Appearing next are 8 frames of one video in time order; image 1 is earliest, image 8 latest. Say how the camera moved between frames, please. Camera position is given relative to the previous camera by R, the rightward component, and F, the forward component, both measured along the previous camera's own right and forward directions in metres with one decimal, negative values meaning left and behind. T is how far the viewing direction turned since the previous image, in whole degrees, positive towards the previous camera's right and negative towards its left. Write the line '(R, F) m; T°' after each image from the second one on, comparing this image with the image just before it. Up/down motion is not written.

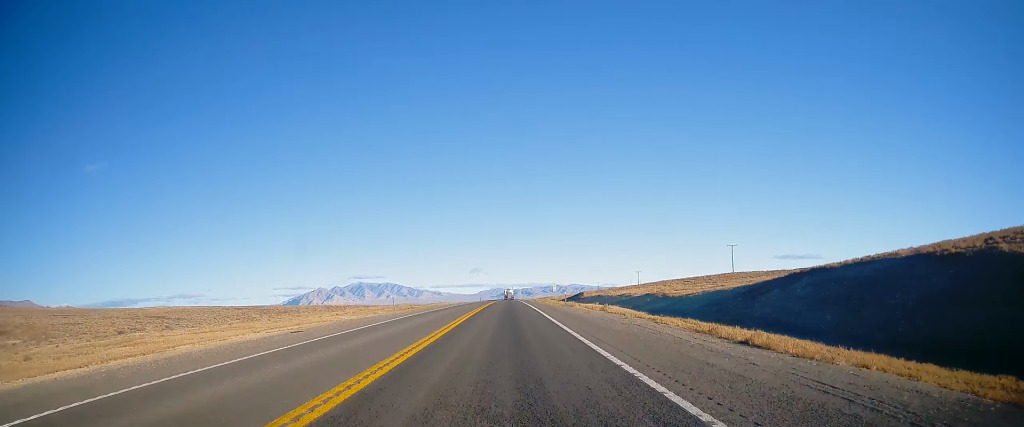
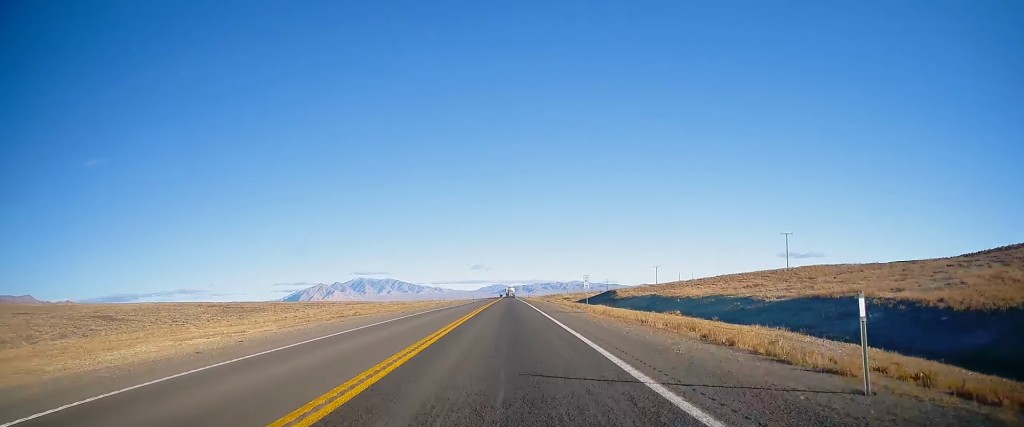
(0.0, +34.8) m; 0°
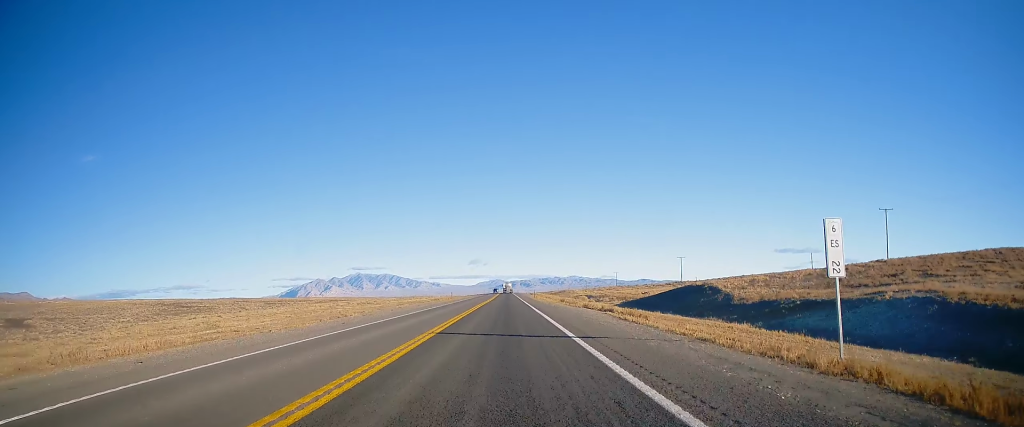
(-0.1, +41.9) m; 0°
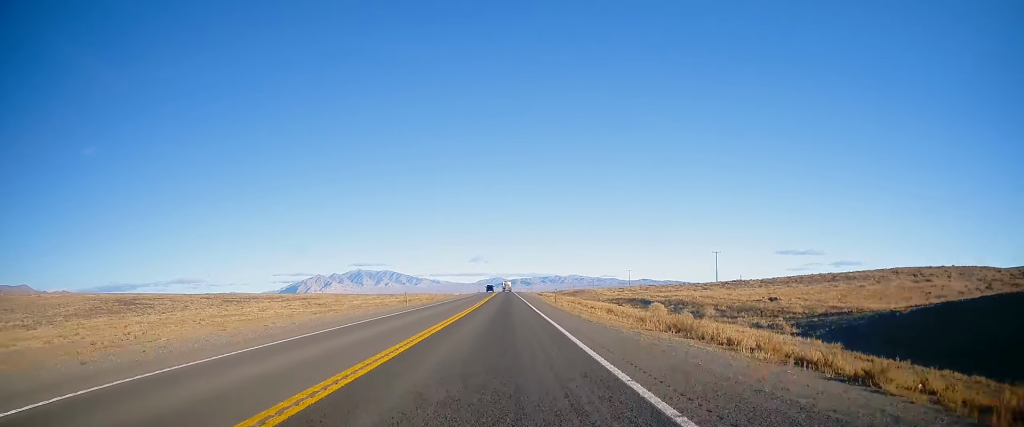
(0.0, +38.1) m; 0°
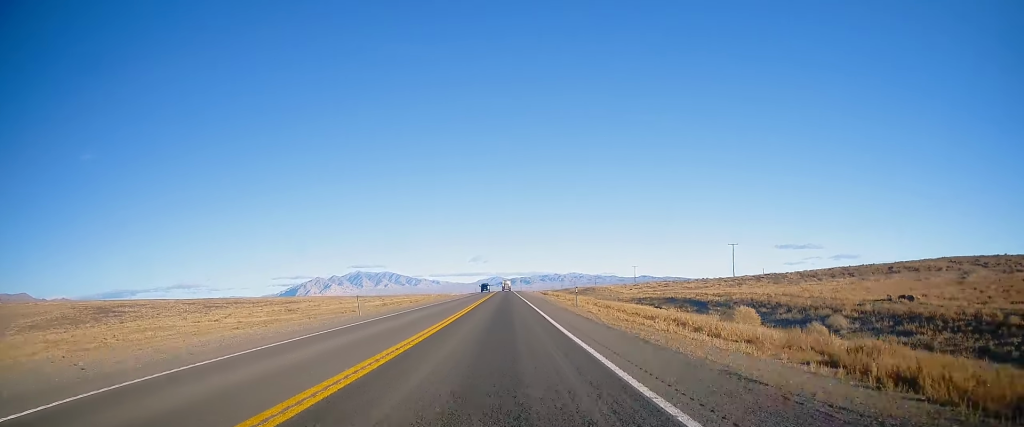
(0.0, +15.0) m; 0°
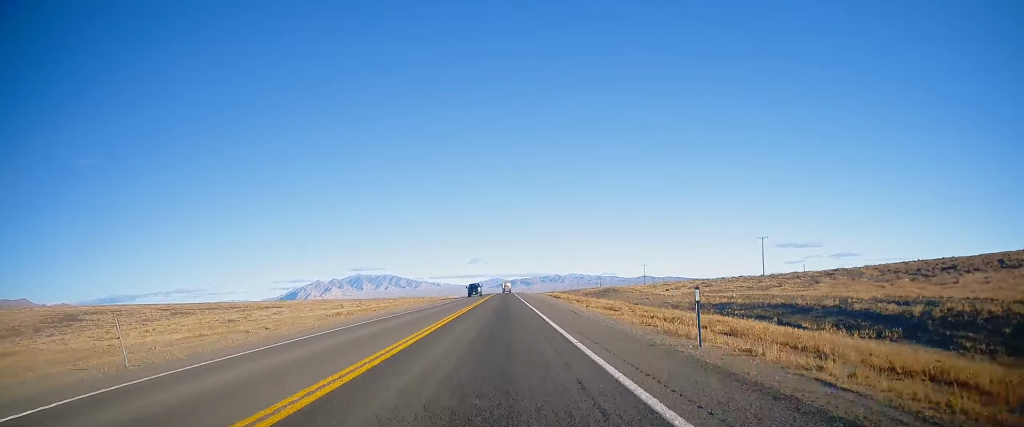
(0.0, +21.0) m; 0°
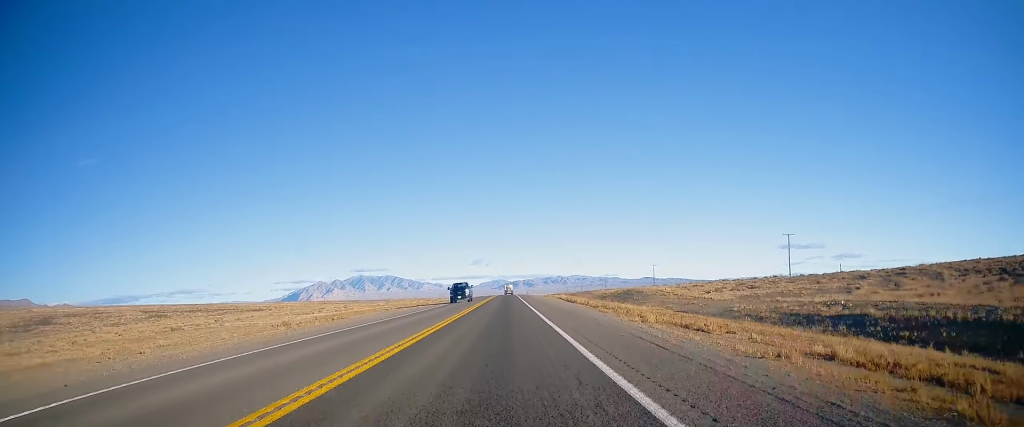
(+0.1, +14.1) m; 0°
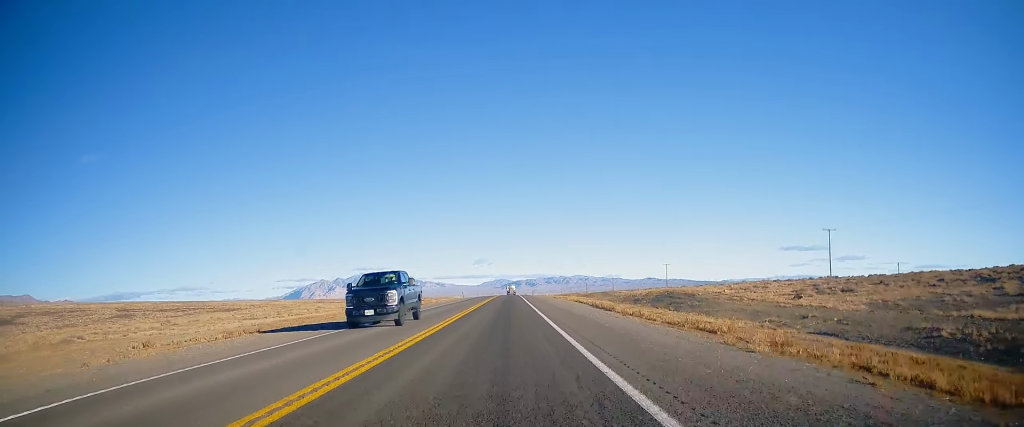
(+0.1, +18.0) m; 0°
